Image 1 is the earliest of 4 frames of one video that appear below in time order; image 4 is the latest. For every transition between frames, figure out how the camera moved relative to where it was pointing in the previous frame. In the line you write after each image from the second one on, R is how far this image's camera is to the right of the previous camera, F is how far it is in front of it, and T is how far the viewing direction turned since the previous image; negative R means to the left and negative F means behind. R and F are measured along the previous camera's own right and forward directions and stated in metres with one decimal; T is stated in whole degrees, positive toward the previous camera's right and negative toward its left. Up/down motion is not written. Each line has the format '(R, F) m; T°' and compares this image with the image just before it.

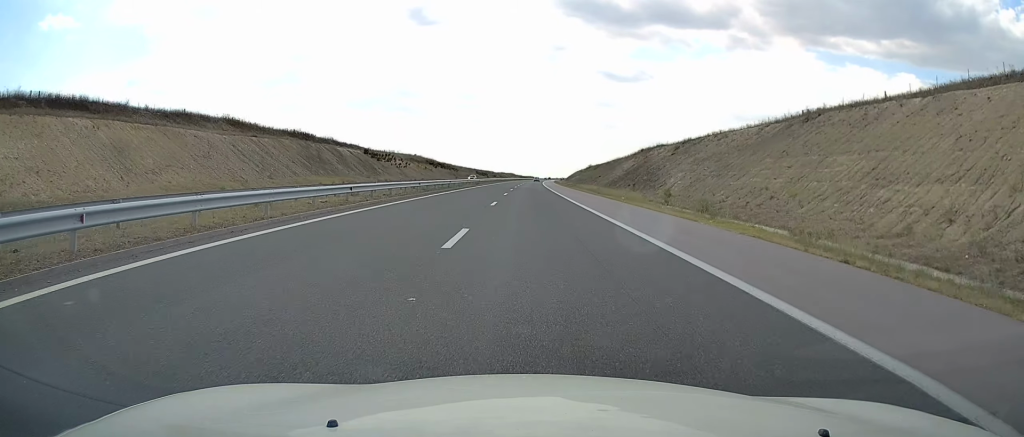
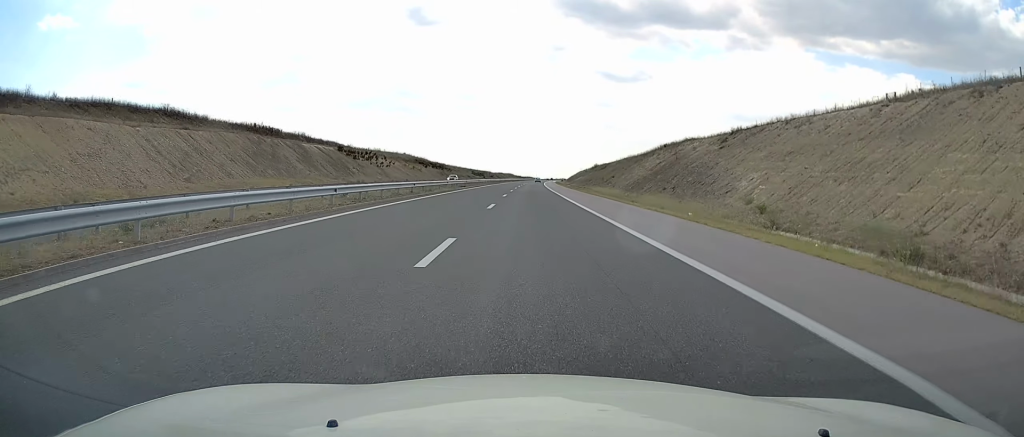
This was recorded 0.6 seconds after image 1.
(0.0, +18.1) m; 0°
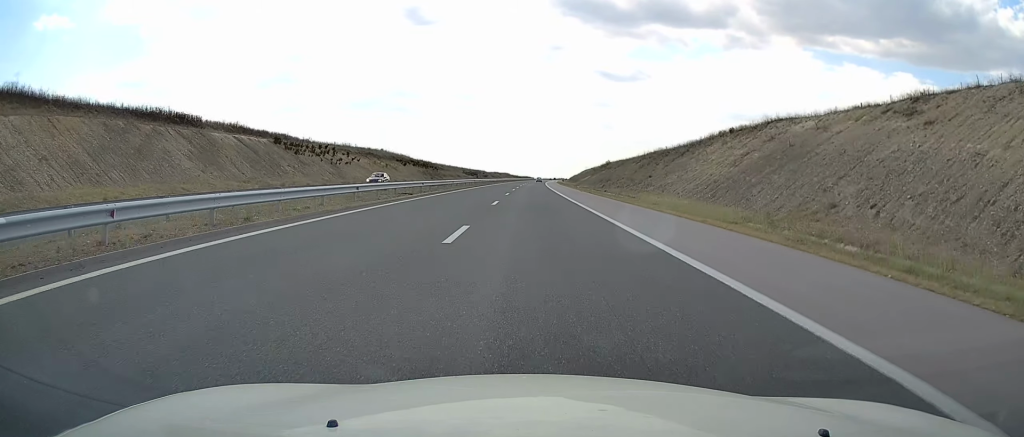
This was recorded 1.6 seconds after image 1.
(-0.2, +29.1) m; 0°
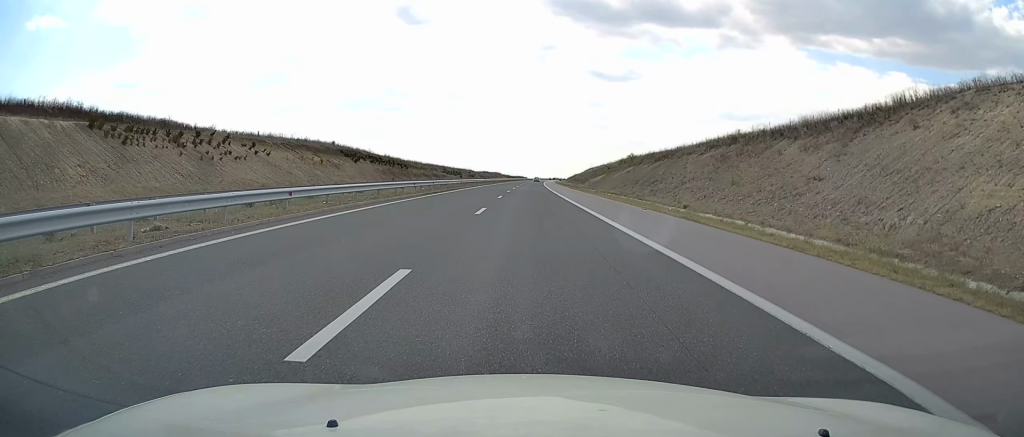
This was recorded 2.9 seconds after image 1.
(+0.4, +38.9) m; +1°
